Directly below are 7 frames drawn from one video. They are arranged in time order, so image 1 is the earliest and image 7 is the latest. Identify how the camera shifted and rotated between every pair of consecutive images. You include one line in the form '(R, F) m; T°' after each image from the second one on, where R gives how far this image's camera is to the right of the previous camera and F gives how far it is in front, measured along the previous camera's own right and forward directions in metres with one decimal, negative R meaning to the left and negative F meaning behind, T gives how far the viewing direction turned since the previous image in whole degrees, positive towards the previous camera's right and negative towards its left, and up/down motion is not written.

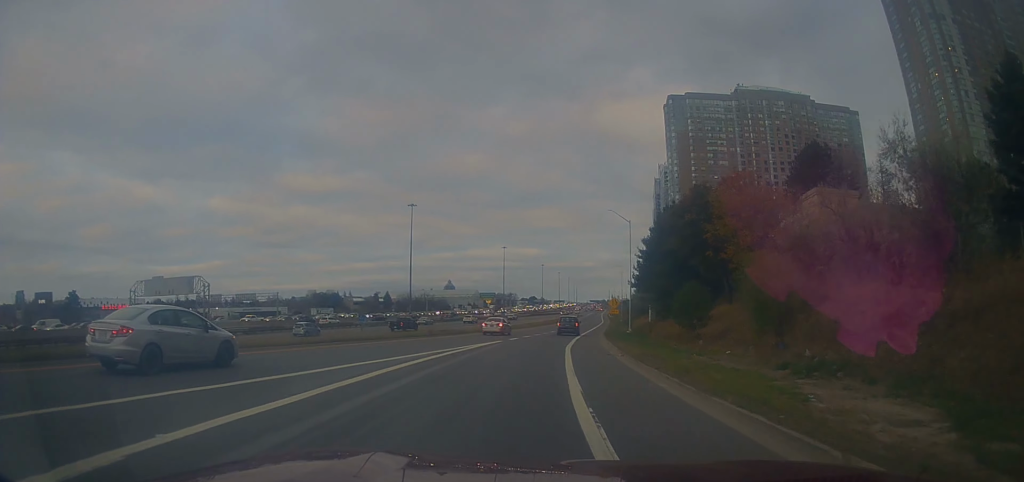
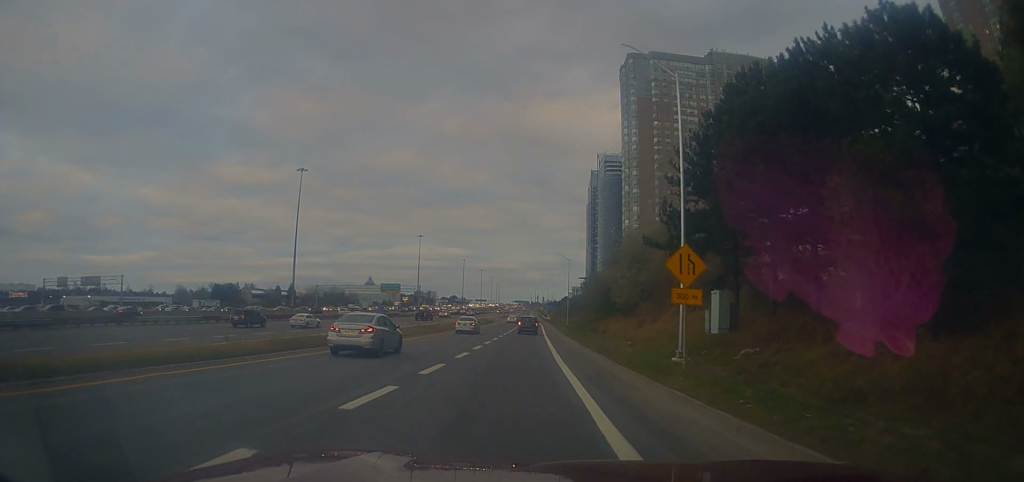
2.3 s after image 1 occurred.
(+4.7, +41.2) m; +8°
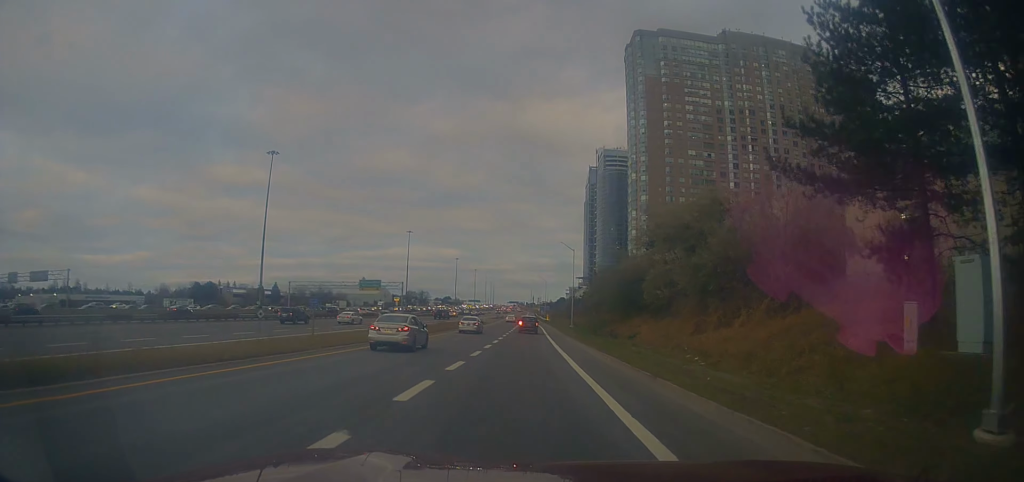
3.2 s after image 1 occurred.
(-0.1, +16.8) m; -1°
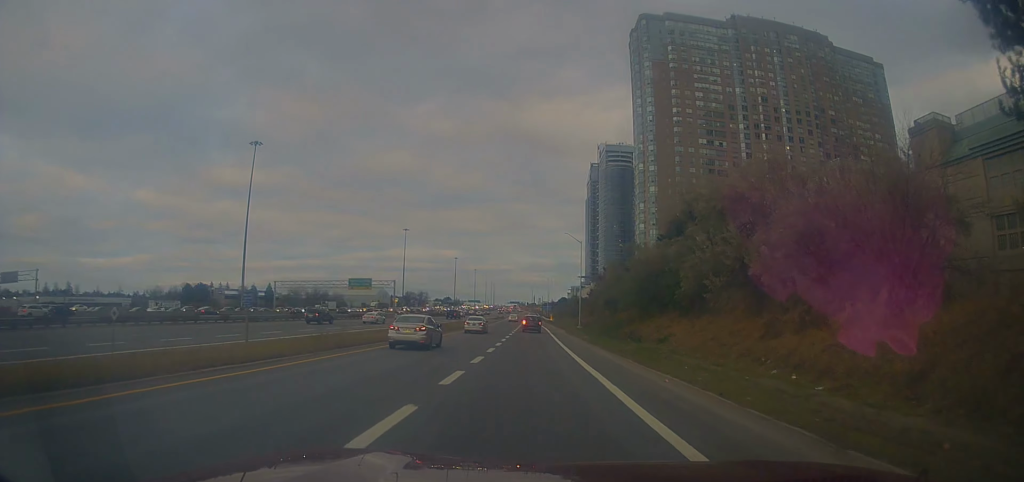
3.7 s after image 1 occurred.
(-0.3, +9.4) m; +1°
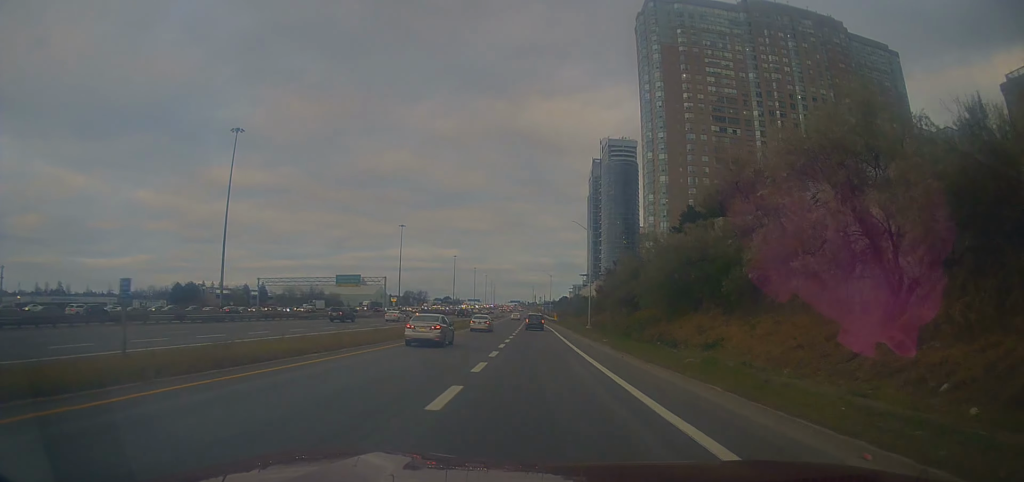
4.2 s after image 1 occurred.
(0.0, +9.5) m; +1°
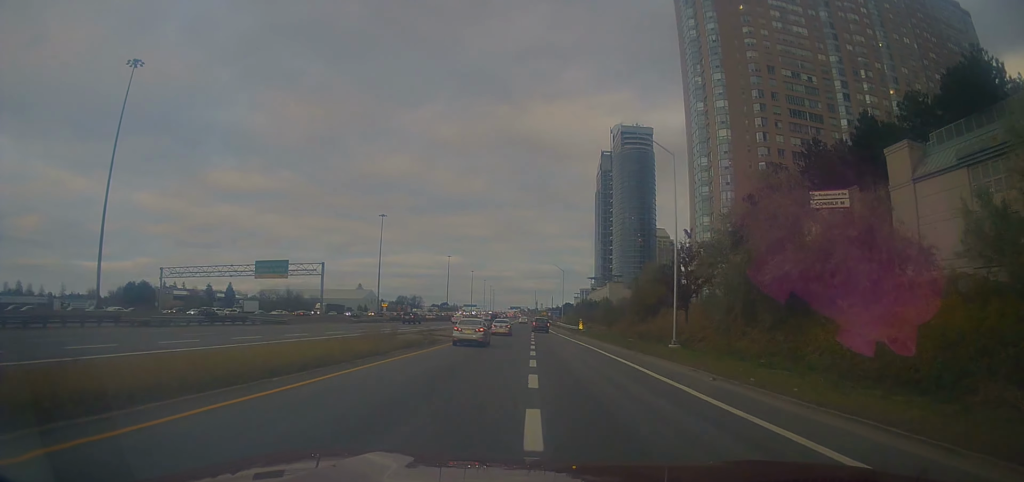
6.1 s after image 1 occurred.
(0.0, +38.3) m; -1°
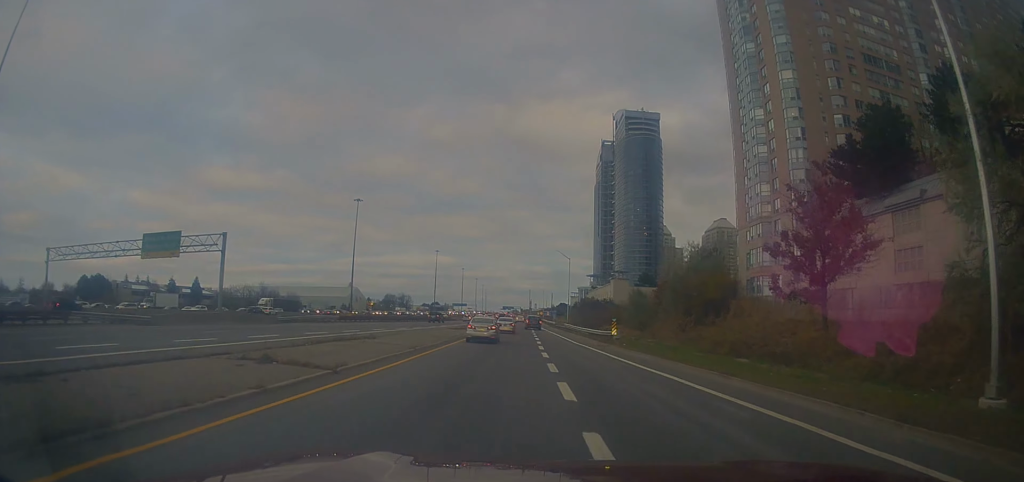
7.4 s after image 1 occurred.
(+0.3, +26.0) m; +1°
